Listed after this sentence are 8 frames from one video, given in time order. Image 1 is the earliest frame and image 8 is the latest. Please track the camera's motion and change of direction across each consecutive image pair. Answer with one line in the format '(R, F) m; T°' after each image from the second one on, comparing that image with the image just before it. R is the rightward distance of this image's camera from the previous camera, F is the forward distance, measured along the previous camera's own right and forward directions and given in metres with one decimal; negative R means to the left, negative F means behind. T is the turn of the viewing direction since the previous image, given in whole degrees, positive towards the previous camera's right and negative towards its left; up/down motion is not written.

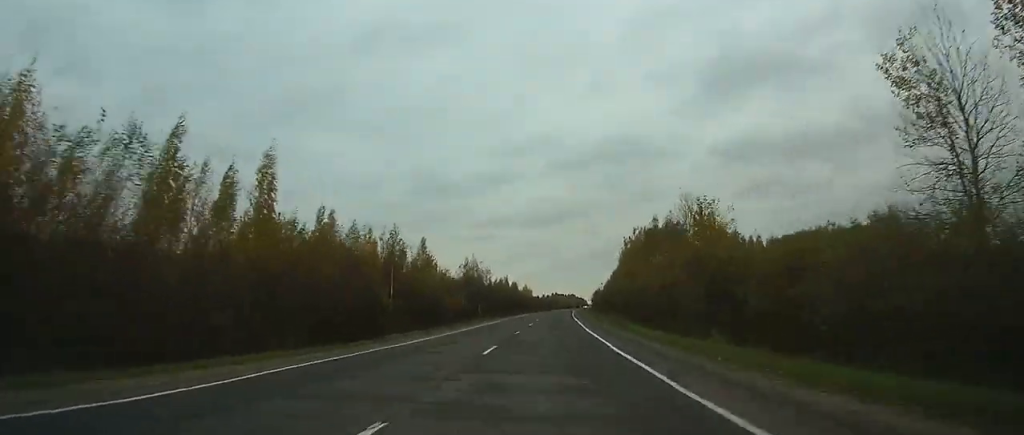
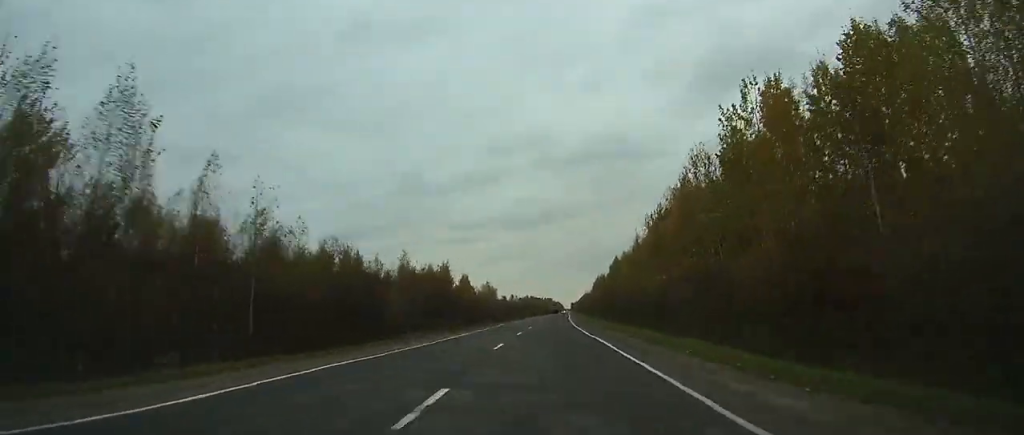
(+1.7, +78.3) m; +3°
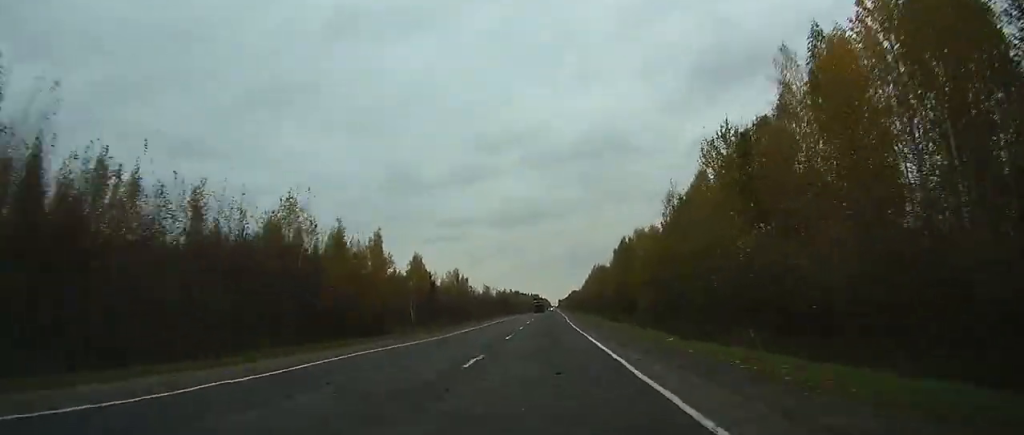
(+0.5, +41.5) m; +1°
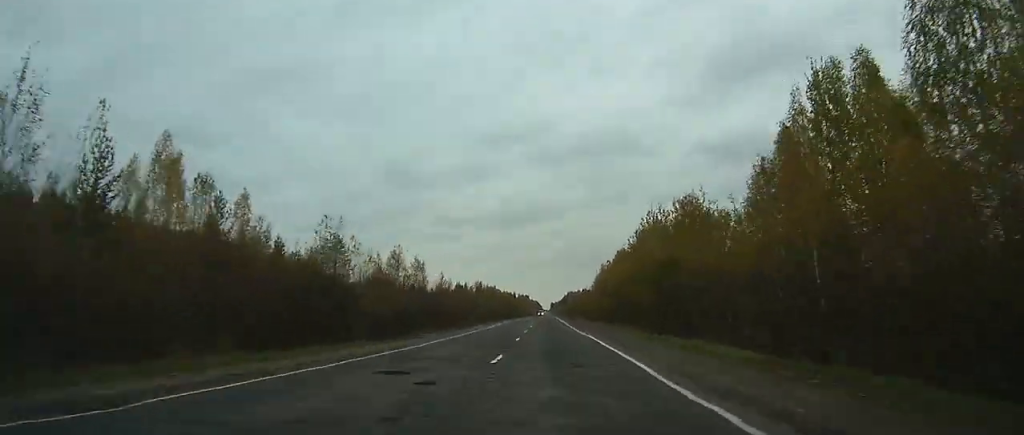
(+1.7, +121.9) m; +1°
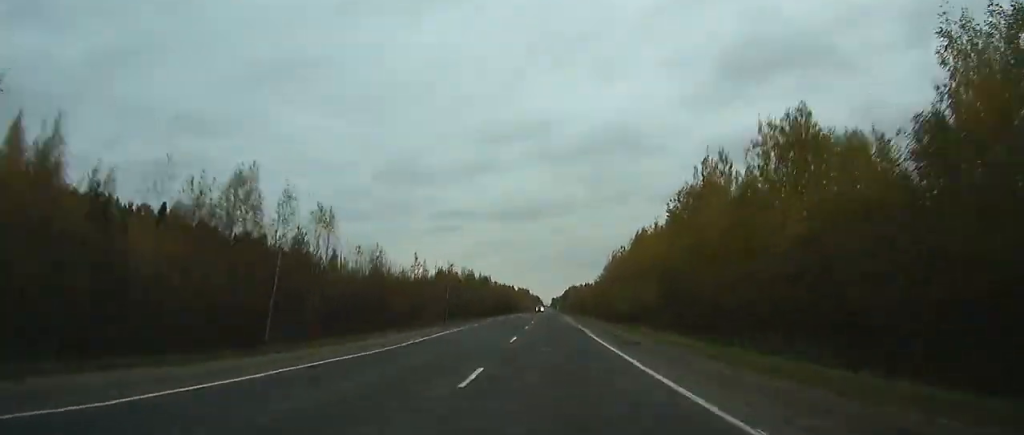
(0.0, +28.4) m; 0°
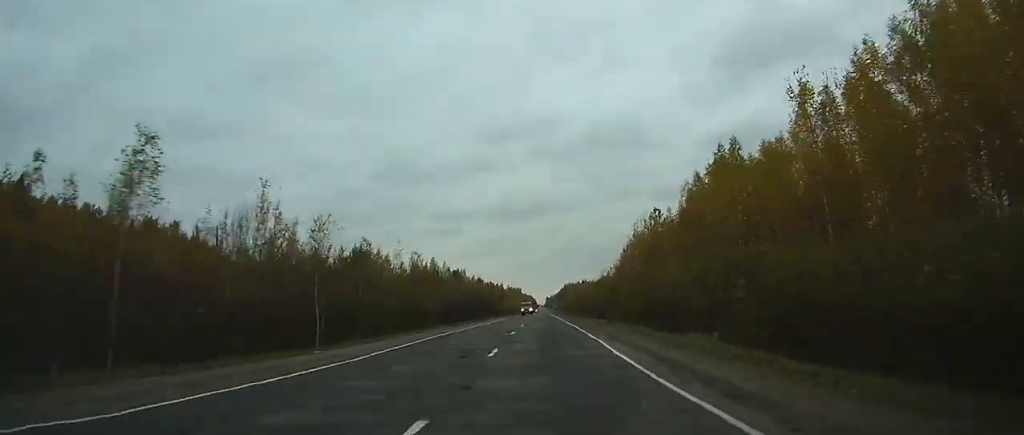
(+0.1, +51.9) m; 0°
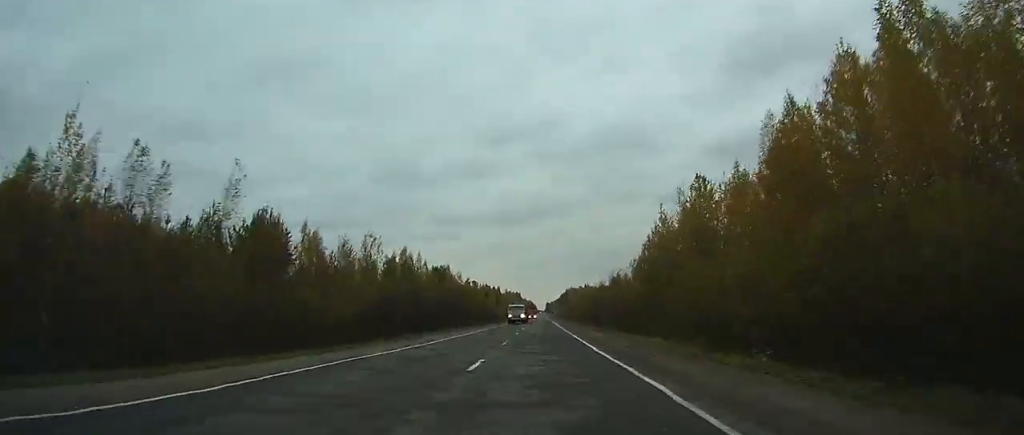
(0.0, +25.8) m; 0°
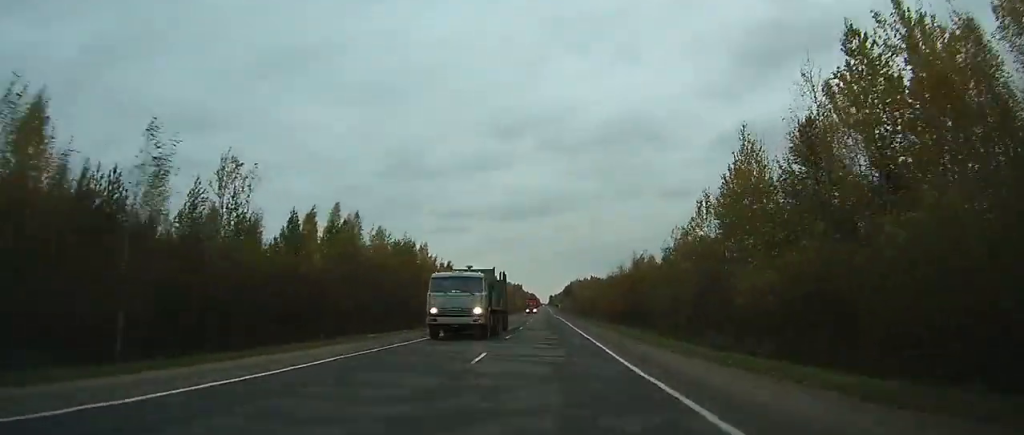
(0.0, +35.5) m; 0°
